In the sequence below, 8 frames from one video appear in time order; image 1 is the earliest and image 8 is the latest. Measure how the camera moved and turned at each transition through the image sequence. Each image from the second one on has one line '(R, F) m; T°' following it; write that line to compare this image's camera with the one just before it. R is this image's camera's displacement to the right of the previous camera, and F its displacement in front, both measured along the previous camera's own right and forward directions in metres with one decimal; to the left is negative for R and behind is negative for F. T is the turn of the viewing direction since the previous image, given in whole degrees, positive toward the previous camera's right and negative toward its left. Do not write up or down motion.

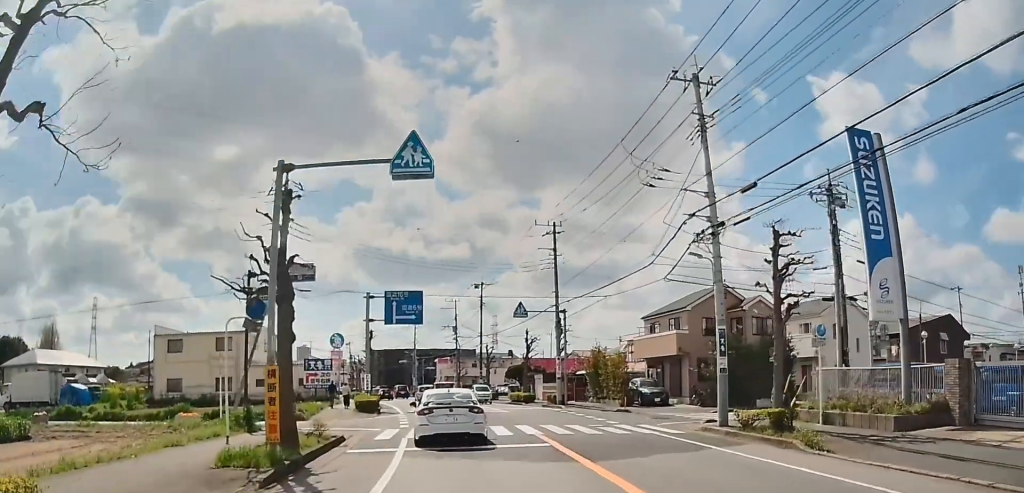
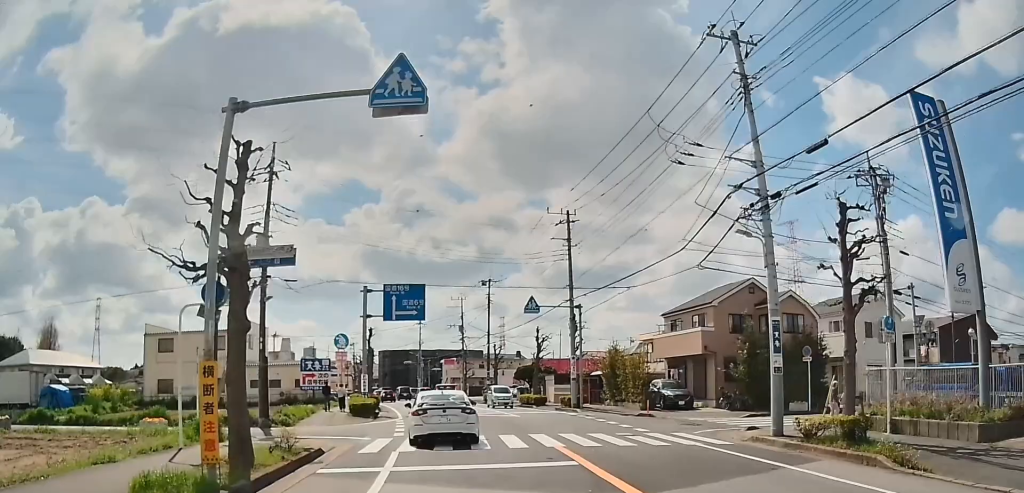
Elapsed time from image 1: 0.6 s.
(0.0, +2.7) m; +1°
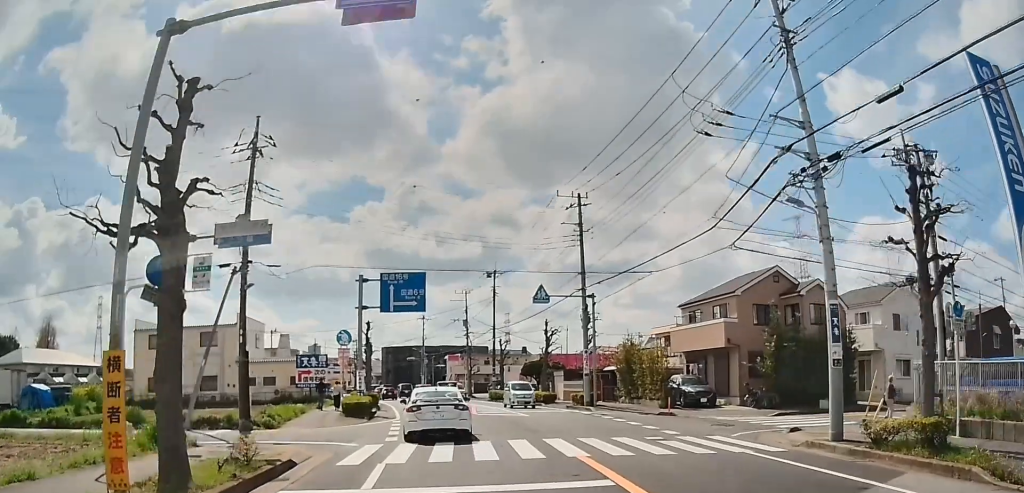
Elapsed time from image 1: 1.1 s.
(0.0, +2.3) m; +1°
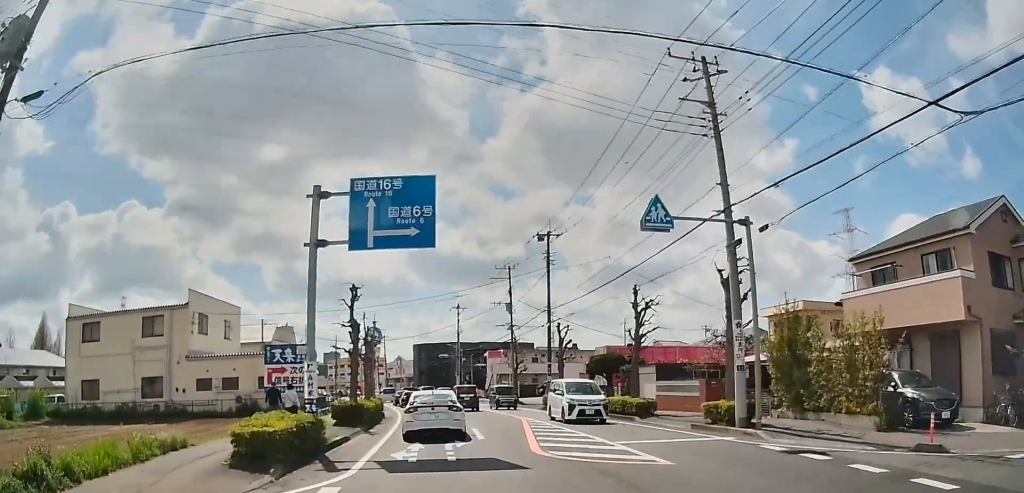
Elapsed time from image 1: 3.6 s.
(+0.5, +14.4) m; +3°
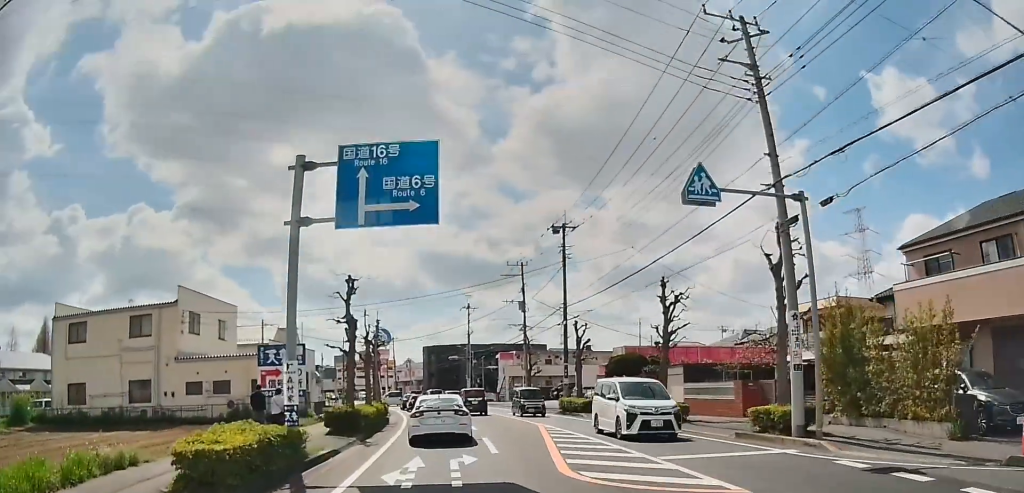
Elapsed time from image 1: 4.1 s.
(0.0, +3.0) m; 0°
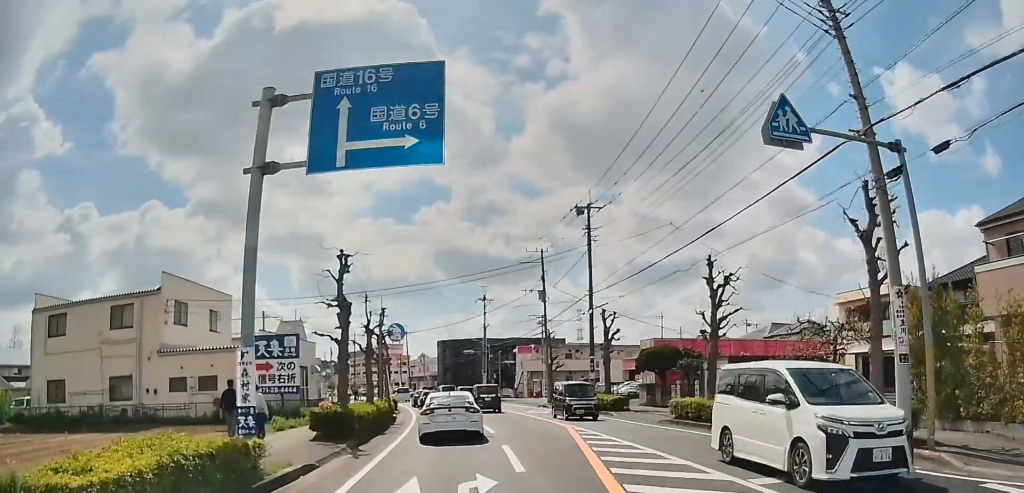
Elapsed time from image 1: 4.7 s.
(0.0, +3.7) m; 0°
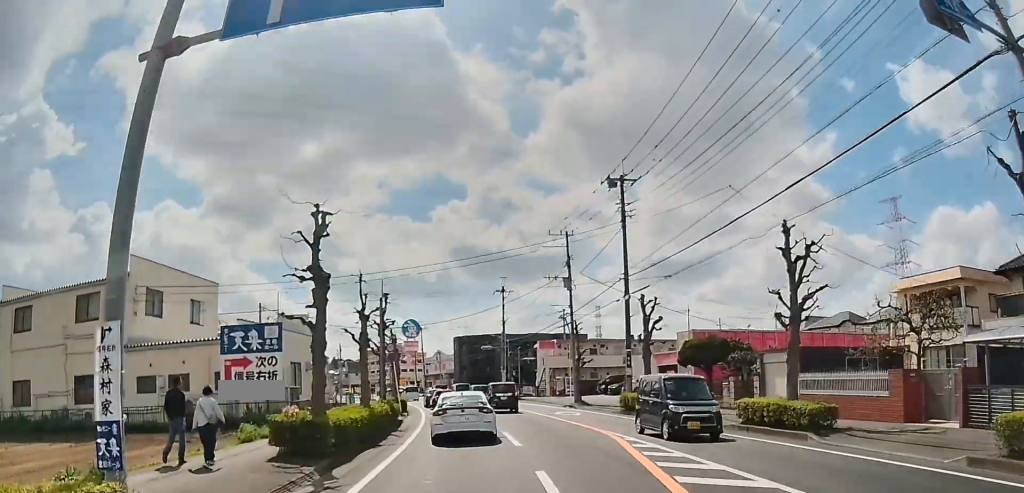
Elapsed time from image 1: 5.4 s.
(0.0, +5.3) m; 0°
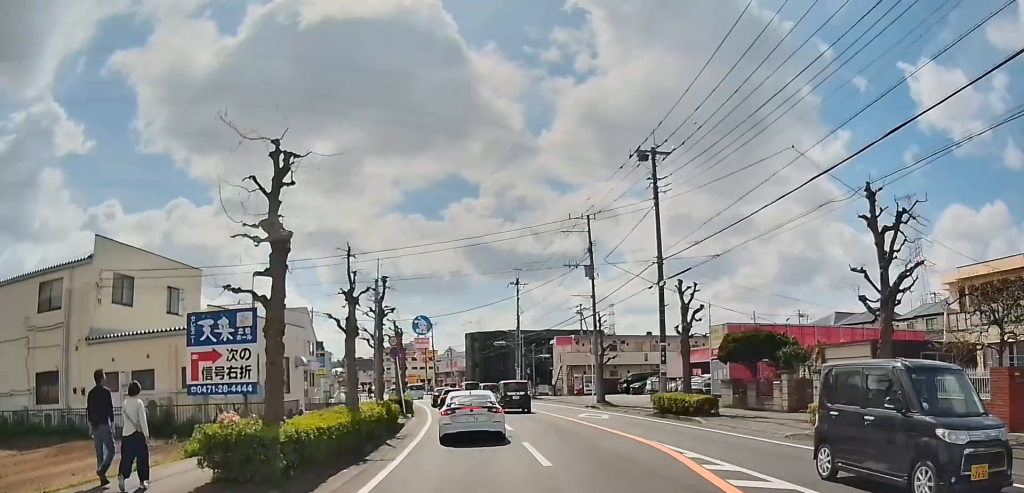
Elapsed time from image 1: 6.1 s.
(0.0, +3.6) m; 0°
